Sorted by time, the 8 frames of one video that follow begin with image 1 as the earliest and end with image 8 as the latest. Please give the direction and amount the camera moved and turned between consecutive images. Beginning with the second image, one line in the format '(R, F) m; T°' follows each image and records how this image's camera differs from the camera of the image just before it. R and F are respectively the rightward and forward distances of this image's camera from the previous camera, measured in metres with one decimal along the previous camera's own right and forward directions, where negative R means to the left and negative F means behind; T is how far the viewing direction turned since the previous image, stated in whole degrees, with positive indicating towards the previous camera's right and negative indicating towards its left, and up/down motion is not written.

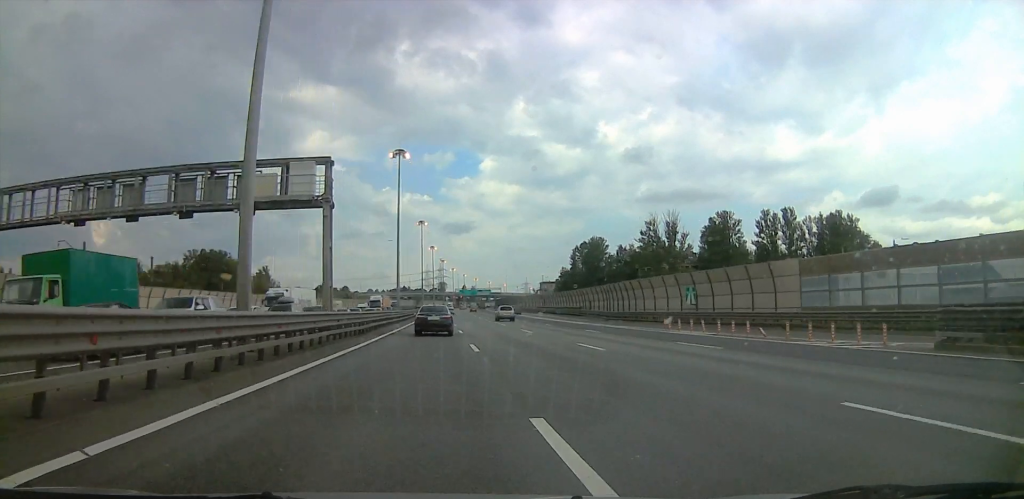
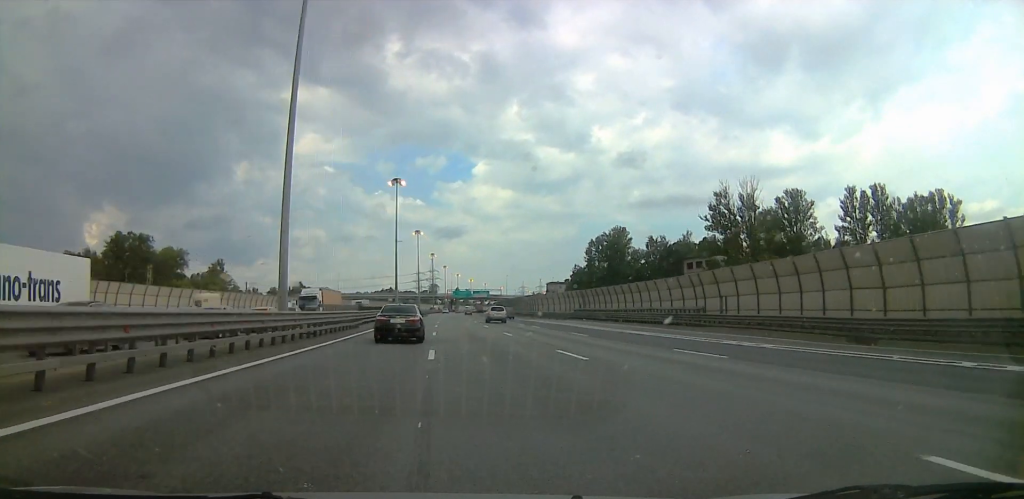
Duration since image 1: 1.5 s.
(-0.1, +42.6) m; 0°
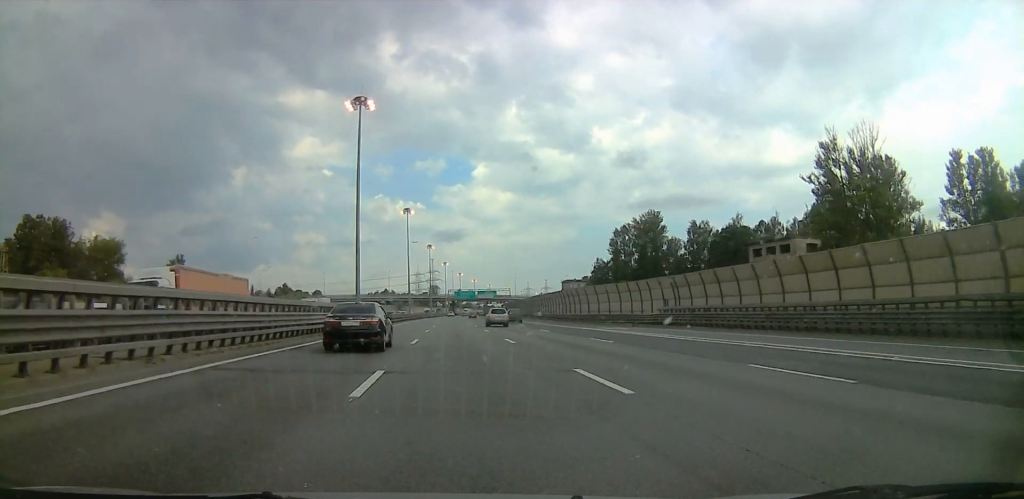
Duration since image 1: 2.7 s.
(0.0, +34.5) m; 0°
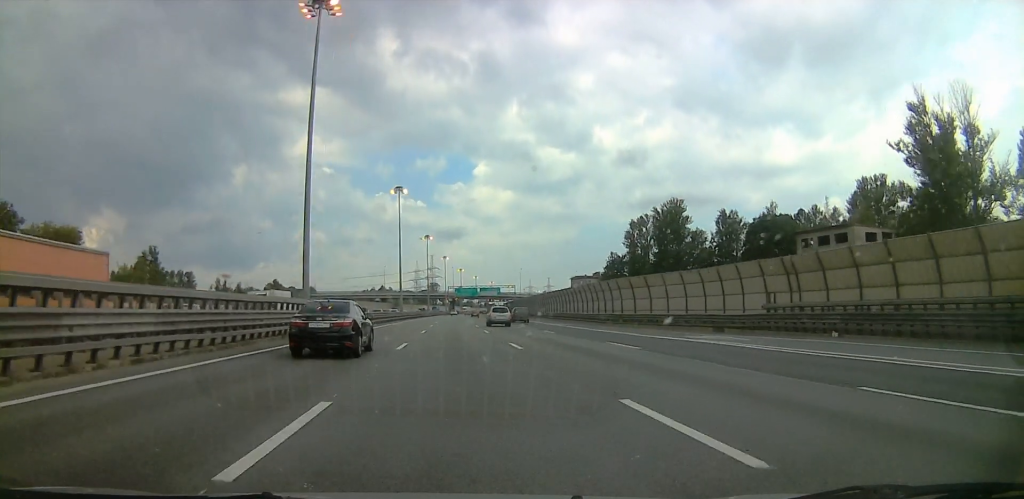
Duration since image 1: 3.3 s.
(0.0, +18.8) m; 0°
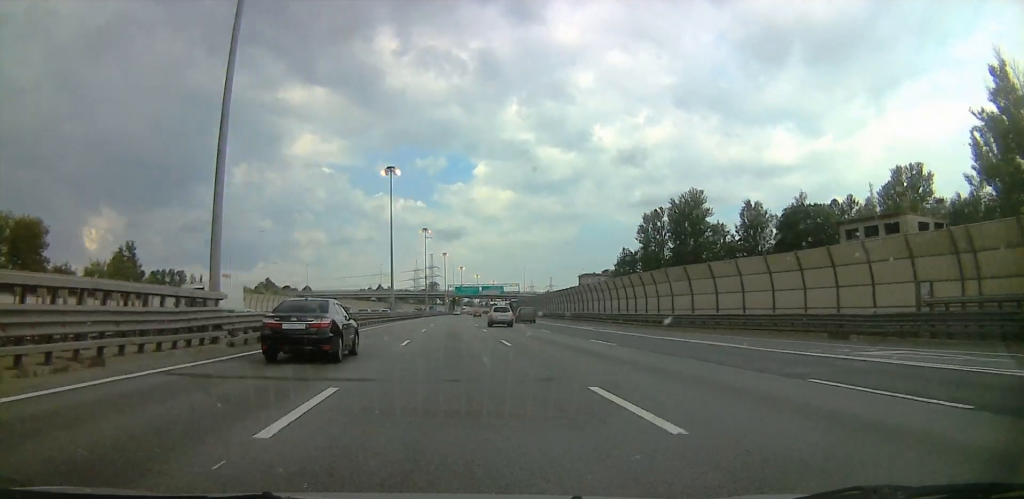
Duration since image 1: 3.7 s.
(0.0, +13.9) m; +1°
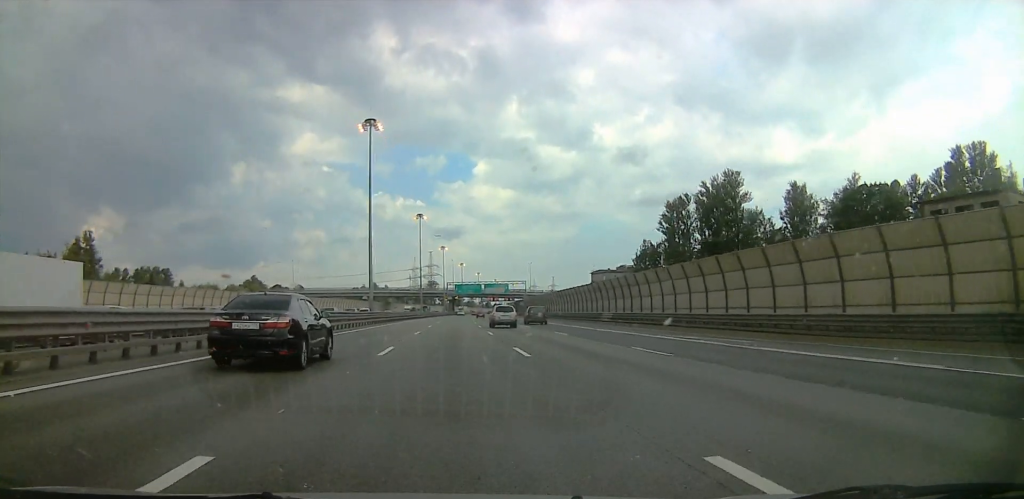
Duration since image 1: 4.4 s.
(-0.2, +22.1) m; +2°
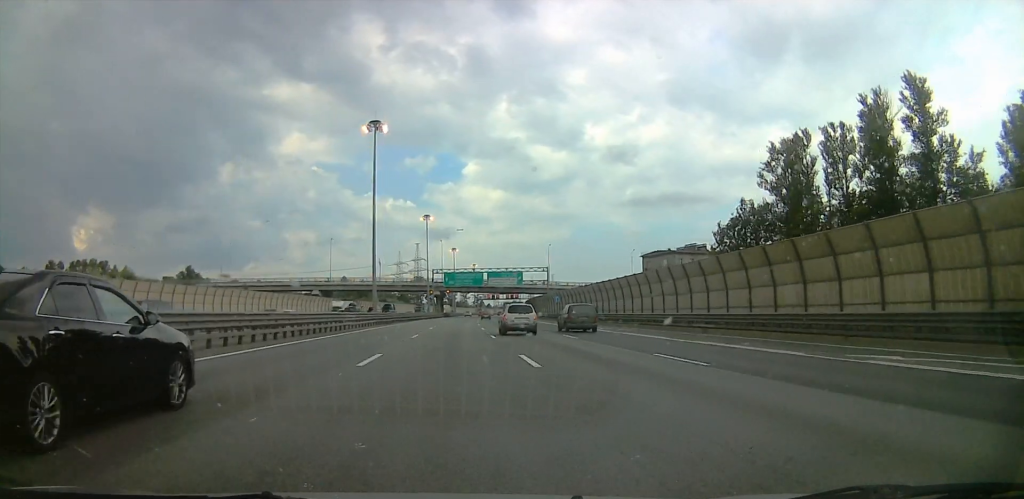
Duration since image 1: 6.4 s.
(+0.3, +70.7) m; -2°
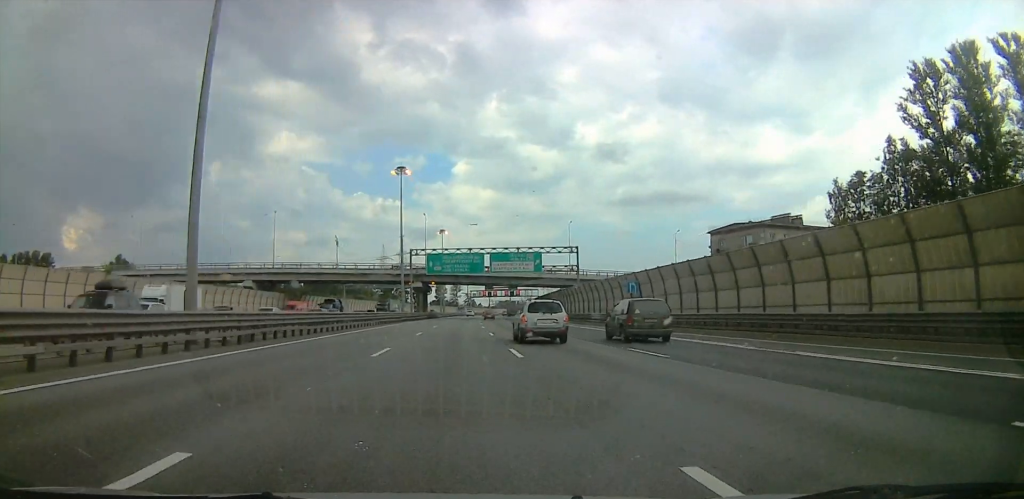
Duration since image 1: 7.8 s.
(+0.4, +51.6) m; +2°
